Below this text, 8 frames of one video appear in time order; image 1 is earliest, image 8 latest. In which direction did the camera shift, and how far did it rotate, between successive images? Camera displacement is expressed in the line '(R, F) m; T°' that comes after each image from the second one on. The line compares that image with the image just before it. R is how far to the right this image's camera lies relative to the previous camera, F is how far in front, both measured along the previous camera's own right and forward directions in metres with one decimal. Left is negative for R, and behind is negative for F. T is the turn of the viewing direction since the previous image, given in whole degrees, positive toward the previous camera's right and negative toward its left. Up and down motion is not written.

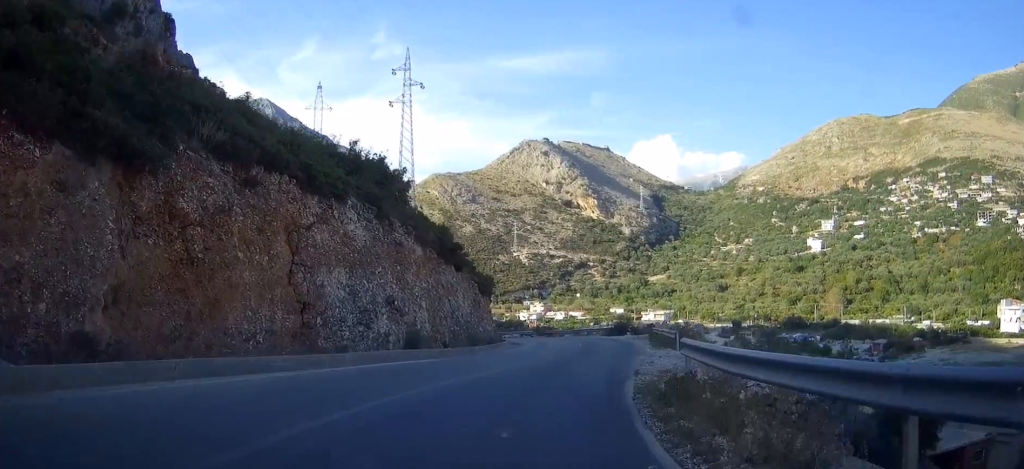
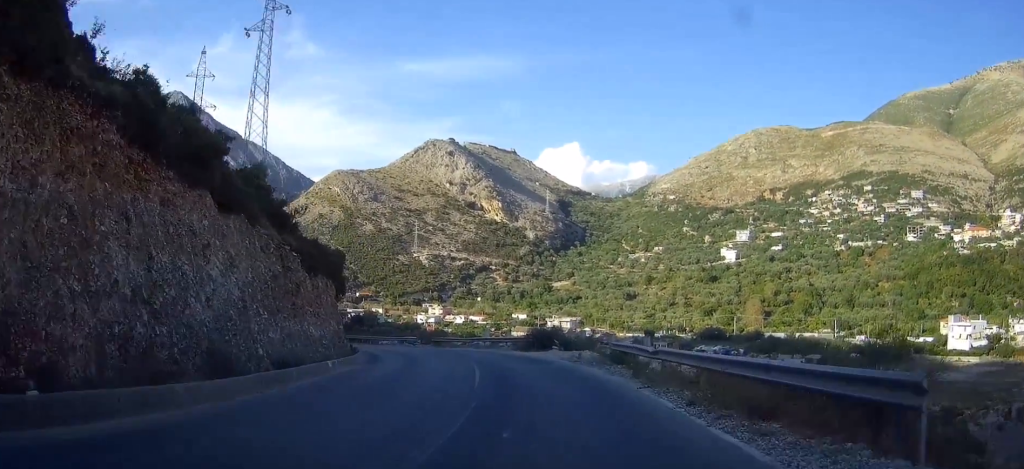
(+0.8, +20.6) m; +4°
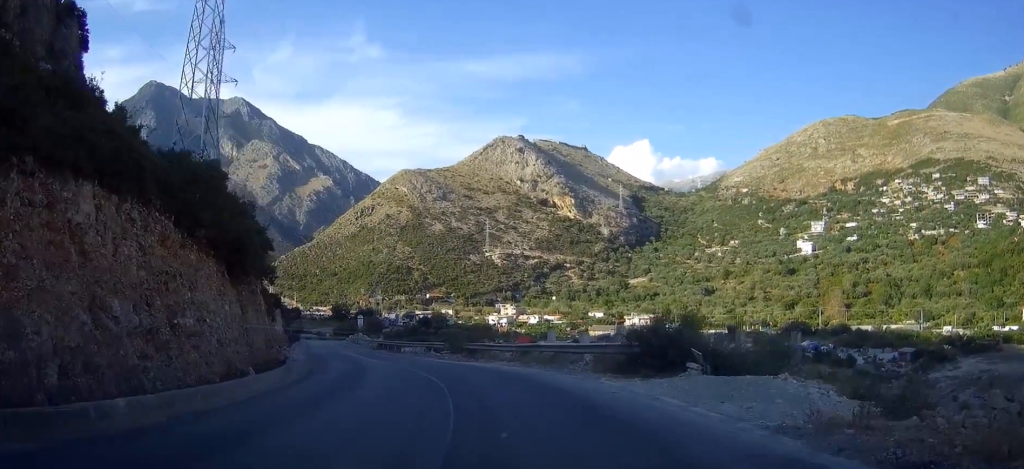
(+0.4, +20.6) m; -2°
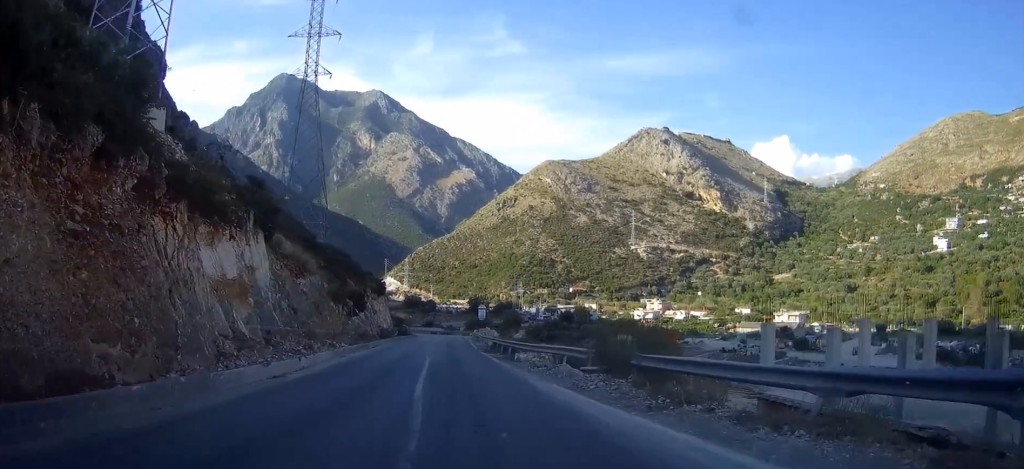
(-1.4, +19.1) m; -8°
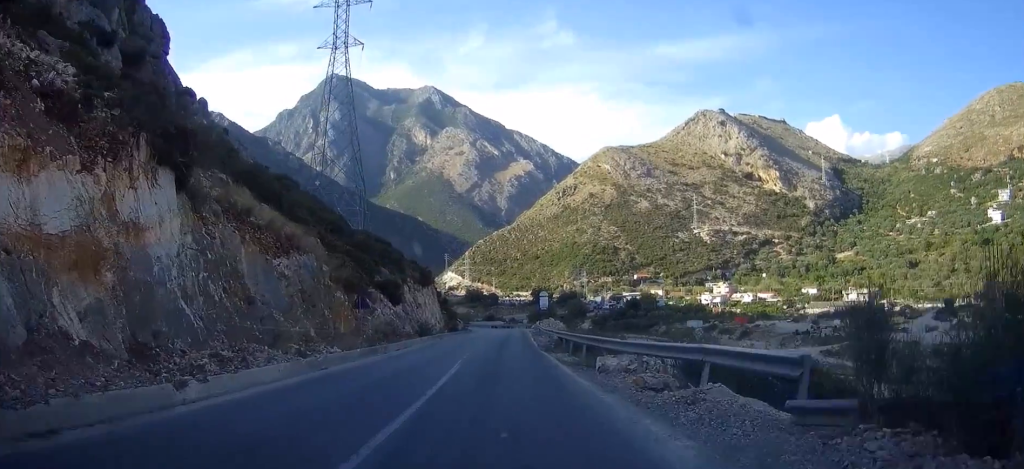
(-0.3, +12.8) m; -4°
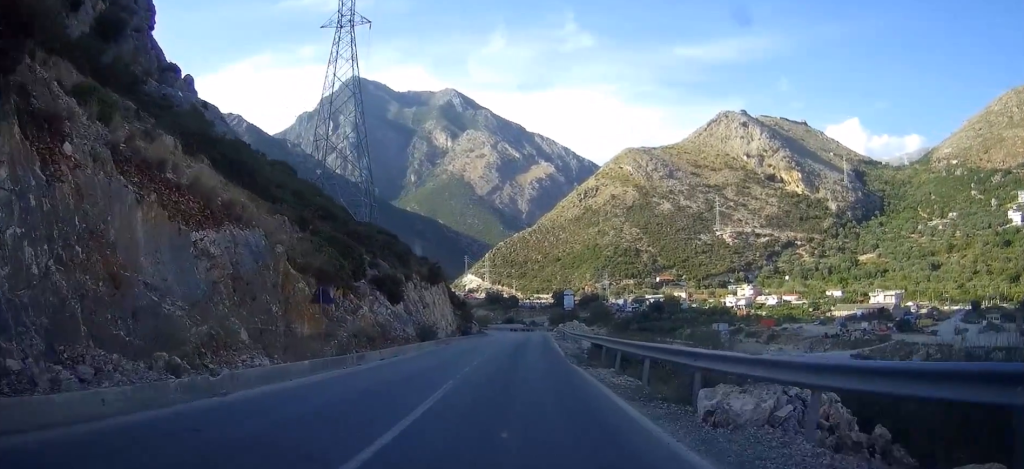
(-0.3, +9.0) m; -3°
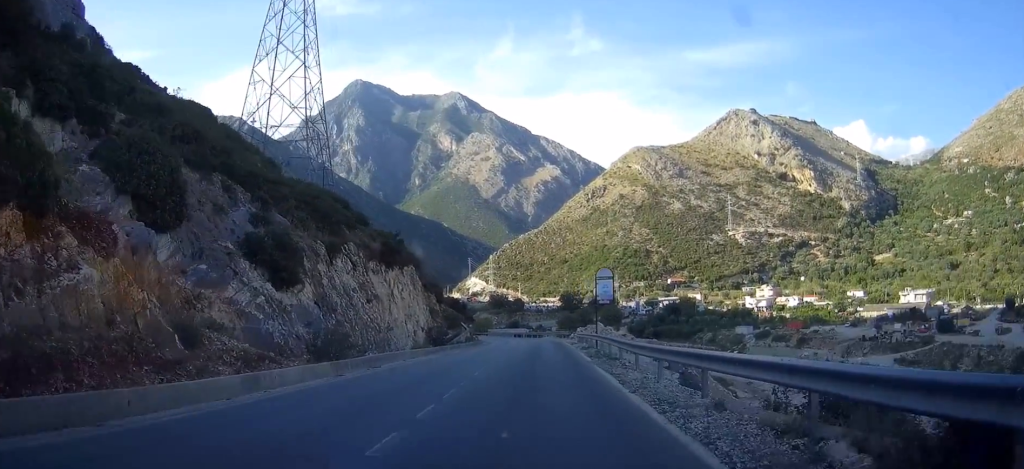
(-1.5, +24.0) m; -5°
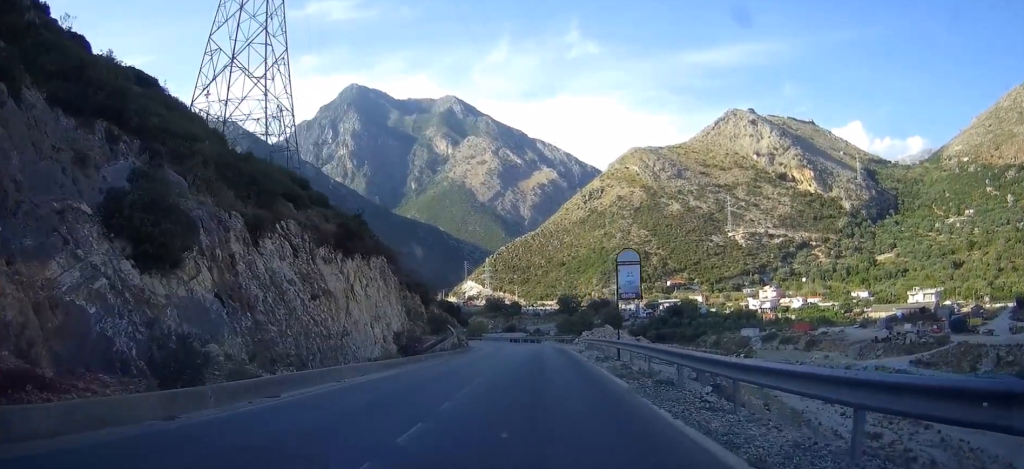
(-0.1, +9.7) m; 0°
